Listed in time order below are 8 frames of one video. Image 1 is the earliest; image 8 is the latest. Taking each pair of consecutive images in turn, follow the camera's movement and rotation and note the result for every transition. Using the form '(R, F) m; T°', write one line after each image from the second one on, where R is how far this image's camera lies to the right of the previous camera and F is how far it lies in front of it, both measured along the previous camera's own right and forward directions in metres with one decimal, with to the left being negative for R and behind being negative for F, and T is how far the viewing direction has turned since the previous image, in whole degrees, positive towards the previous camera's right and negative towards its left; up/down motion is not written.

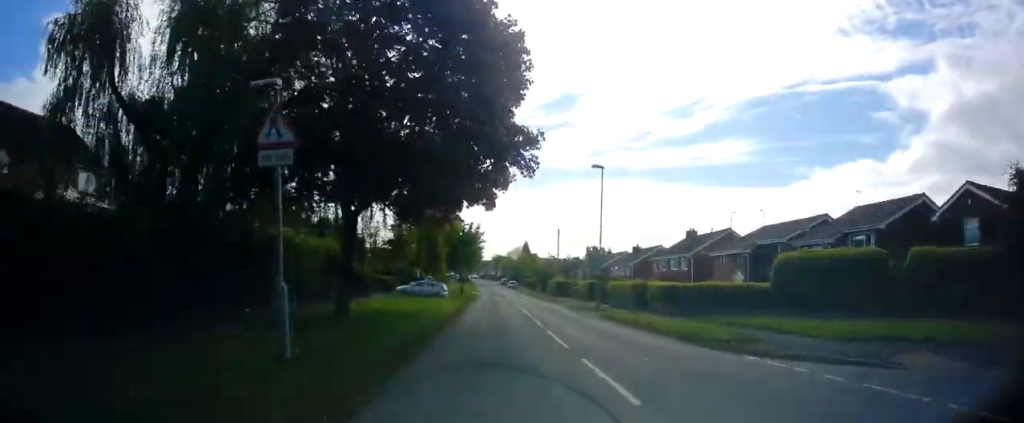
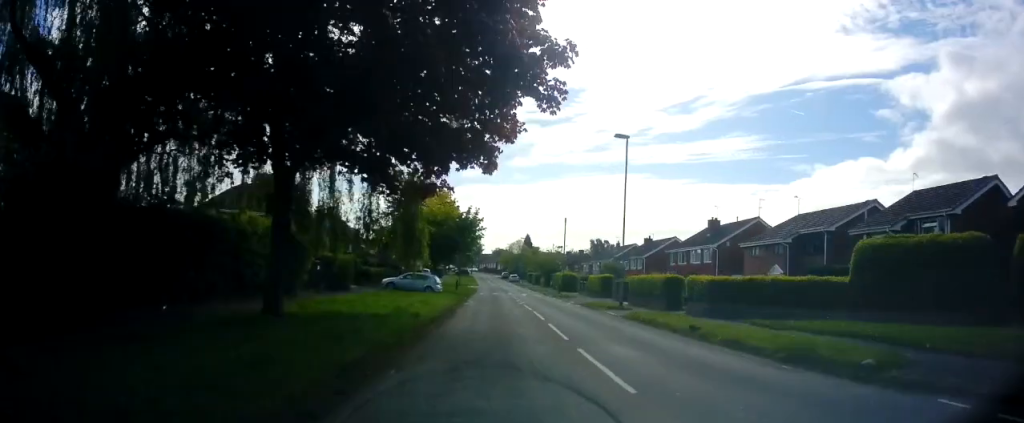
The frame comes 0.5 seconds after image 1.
(-0.3, +5.7) m; 0°
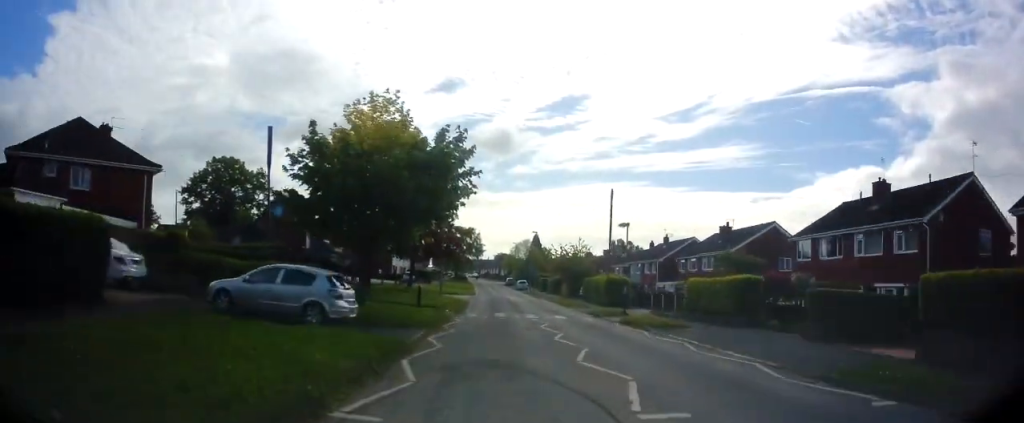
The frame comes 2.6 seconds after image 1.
(+0.7, +24.8) m; +1°
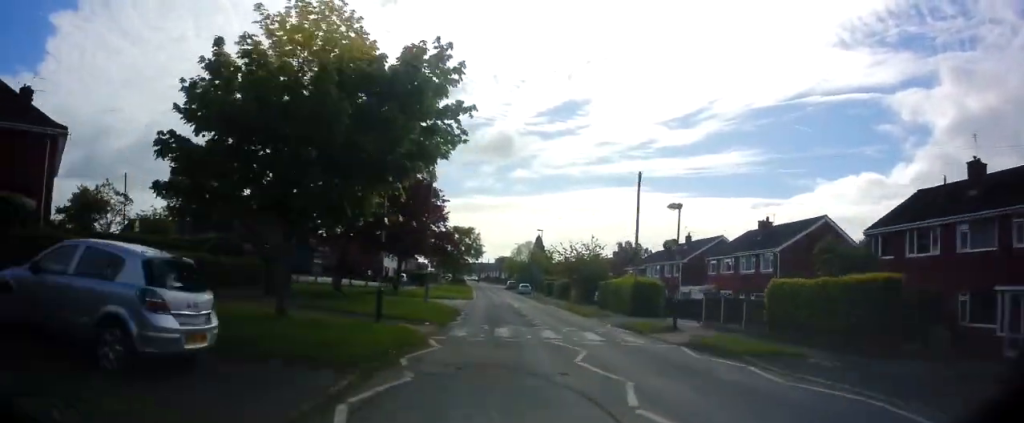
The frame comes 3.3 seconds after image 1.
(-0.1, +7.6) m; -2°
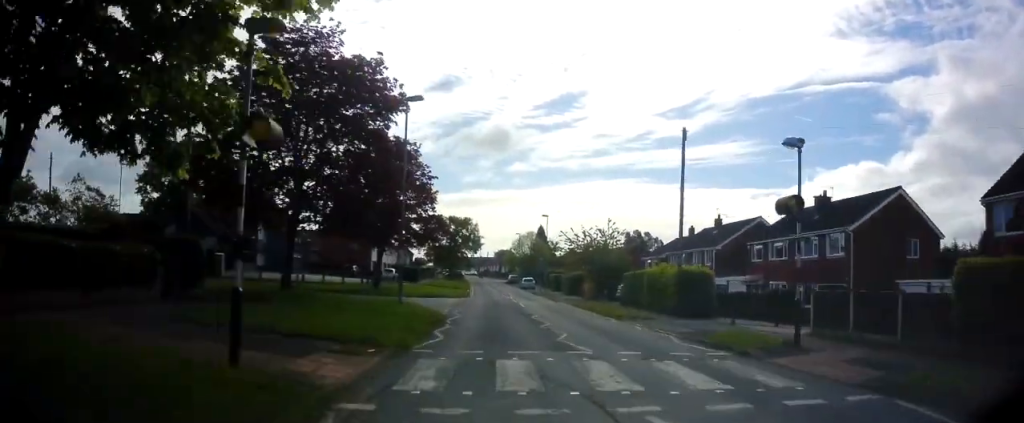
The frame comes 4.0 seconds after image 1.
(-0.2, +8.3) m; -1°
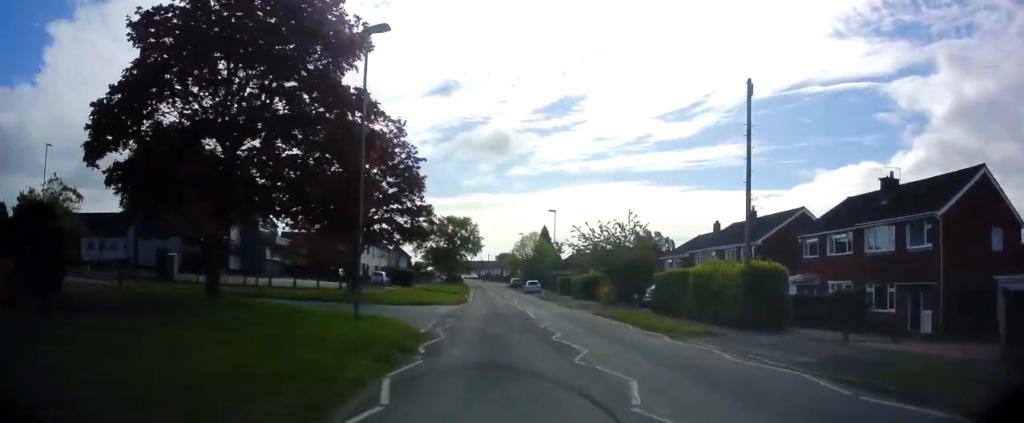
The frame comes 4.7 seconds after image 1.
(-0.1, +7.1) m; +2°
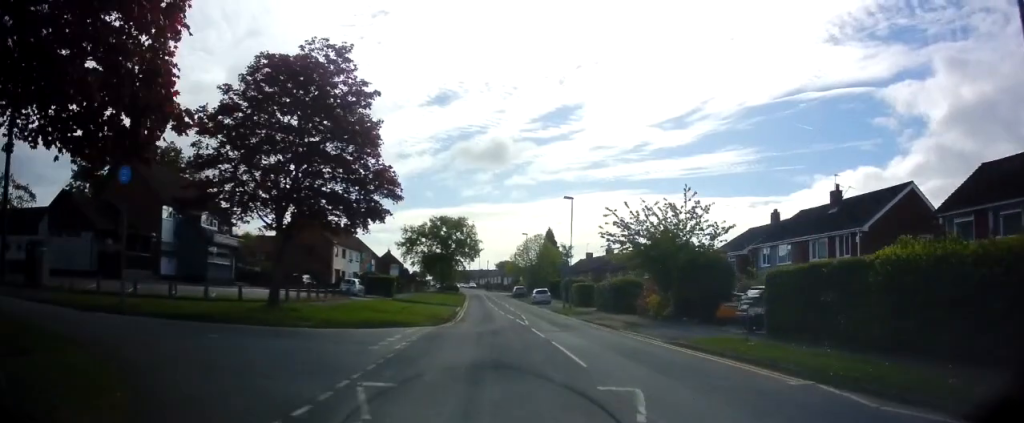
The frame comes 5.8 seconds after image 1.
(+0.5, +12.6) m; +3°
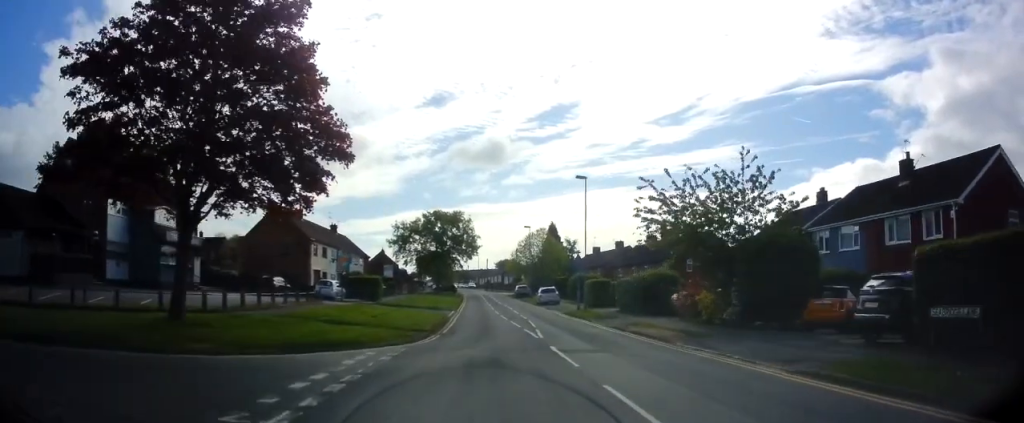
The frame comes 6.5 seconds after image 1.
(0.0, +7.1) m; -2°
